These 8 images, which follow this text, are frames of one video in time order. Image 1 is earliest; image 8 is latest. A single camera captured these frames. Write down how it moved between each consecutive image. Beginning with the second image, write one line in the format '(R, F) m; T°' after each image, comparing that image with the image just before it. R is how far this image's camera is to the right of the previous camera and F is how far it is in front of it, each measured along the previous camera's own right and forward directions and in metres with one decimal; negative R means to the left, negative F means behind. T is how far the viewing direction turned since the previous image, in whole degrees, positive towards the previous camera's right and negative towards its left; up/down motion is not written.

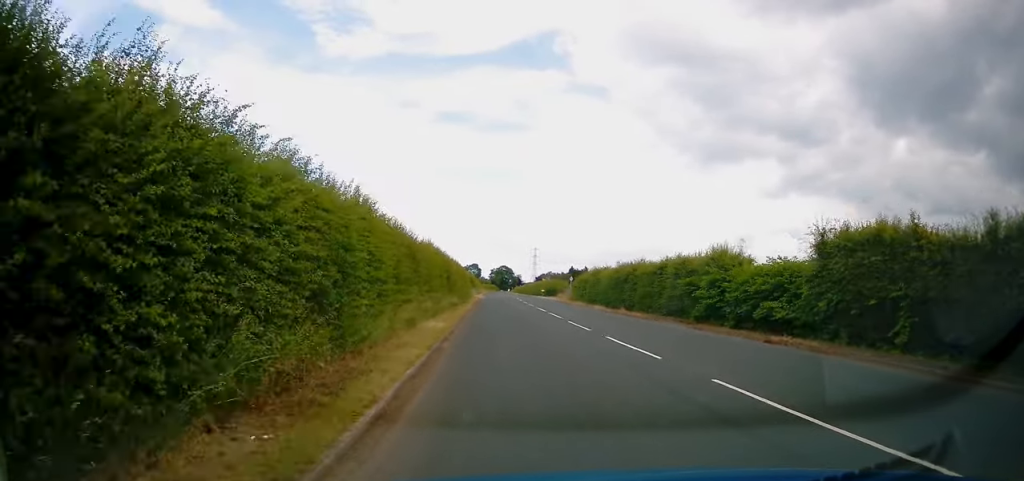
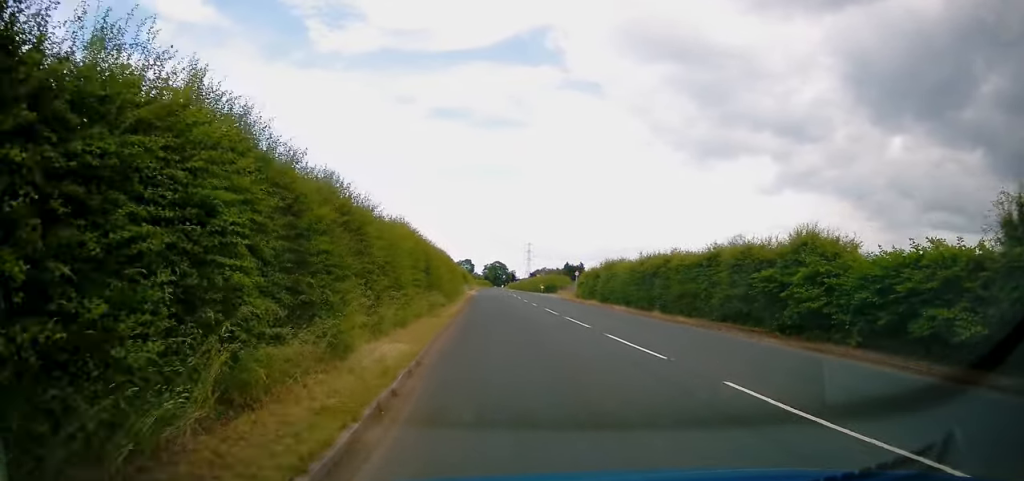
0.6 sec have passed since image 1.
(0.0, +9.3) m; -1°
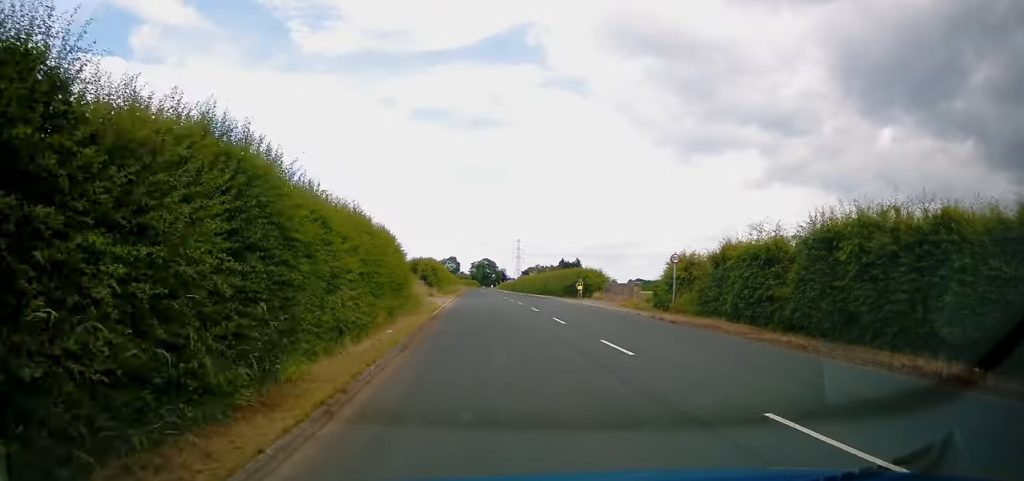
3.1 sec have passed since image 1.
(+0.8, +36.9) m; +2°
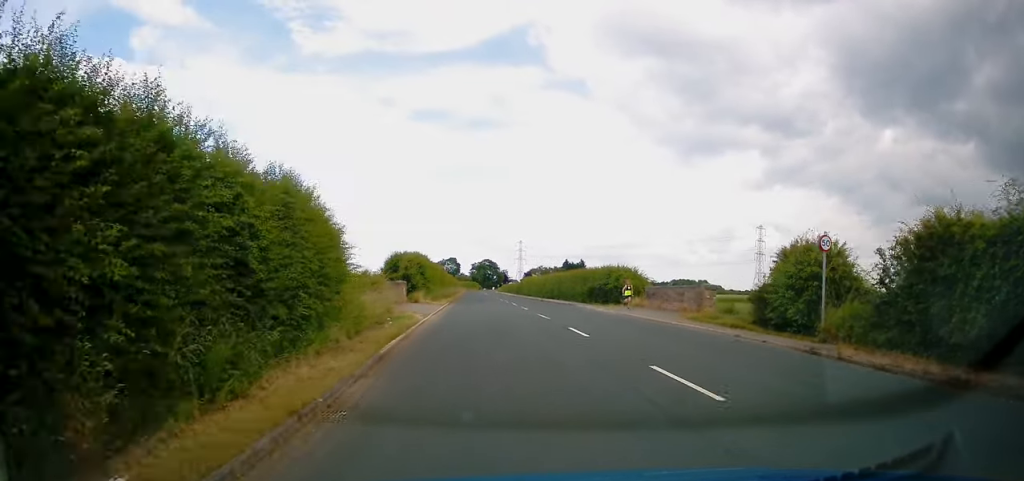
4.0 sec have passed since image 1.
(-0.1, +13.4) m; -1°
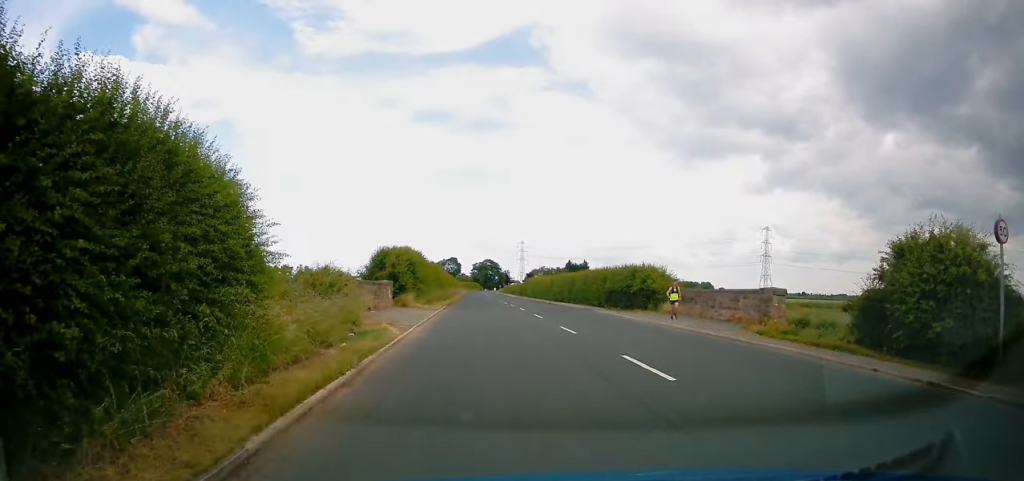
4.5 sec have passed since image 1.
(0.0, +6.6) m; 0°
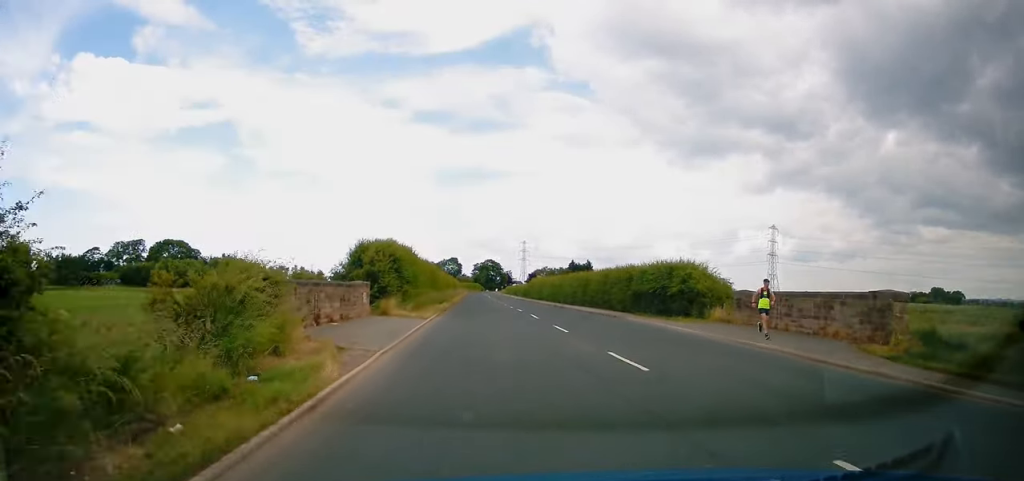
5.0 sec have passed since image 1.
(0.0, +7.3) m; 0°
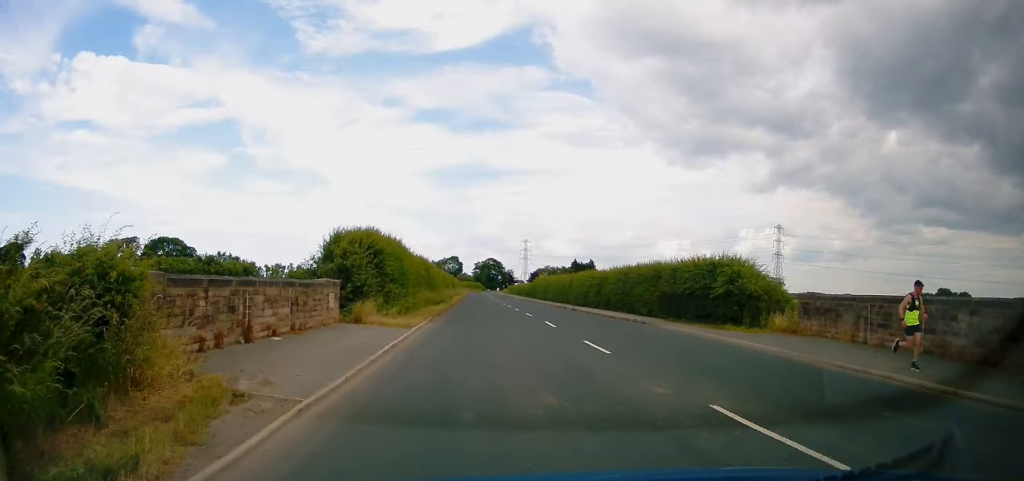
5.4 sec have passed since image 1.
(0.0, +6.0) m; 0°
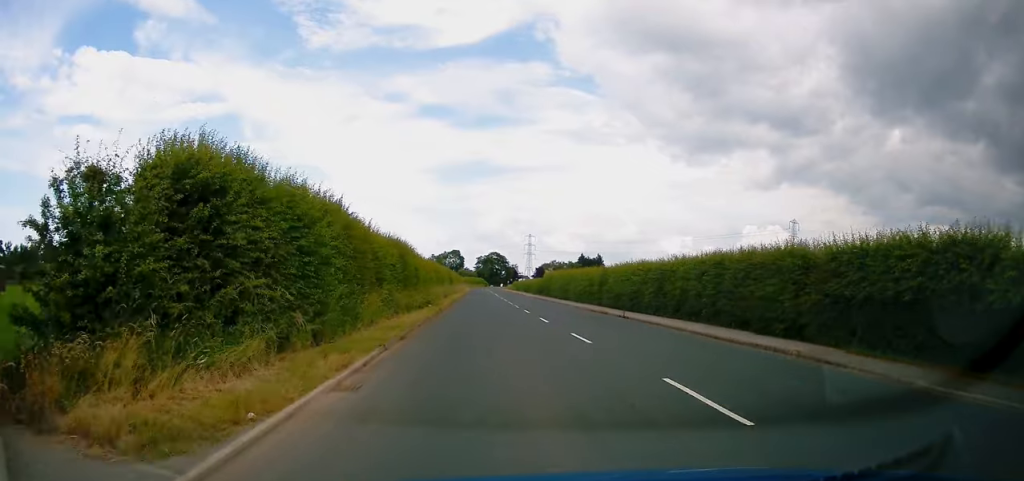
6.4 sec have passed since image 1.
(0.0, +15.2) m; 0°
